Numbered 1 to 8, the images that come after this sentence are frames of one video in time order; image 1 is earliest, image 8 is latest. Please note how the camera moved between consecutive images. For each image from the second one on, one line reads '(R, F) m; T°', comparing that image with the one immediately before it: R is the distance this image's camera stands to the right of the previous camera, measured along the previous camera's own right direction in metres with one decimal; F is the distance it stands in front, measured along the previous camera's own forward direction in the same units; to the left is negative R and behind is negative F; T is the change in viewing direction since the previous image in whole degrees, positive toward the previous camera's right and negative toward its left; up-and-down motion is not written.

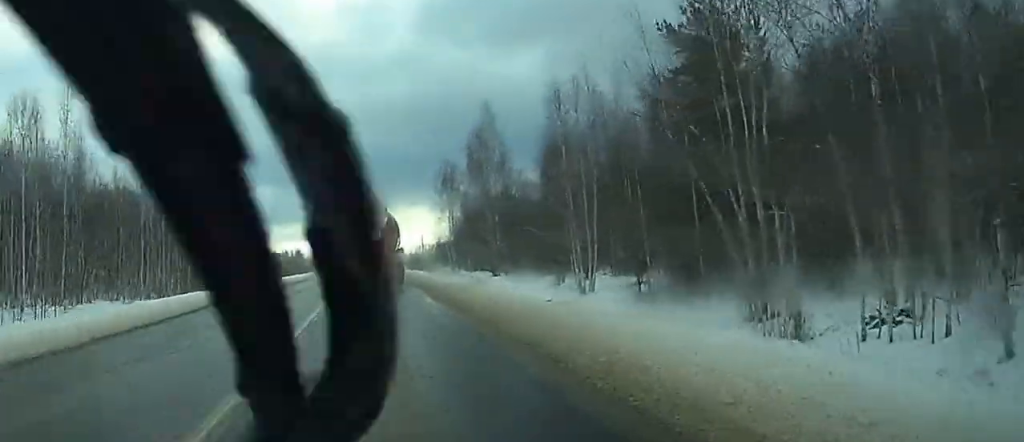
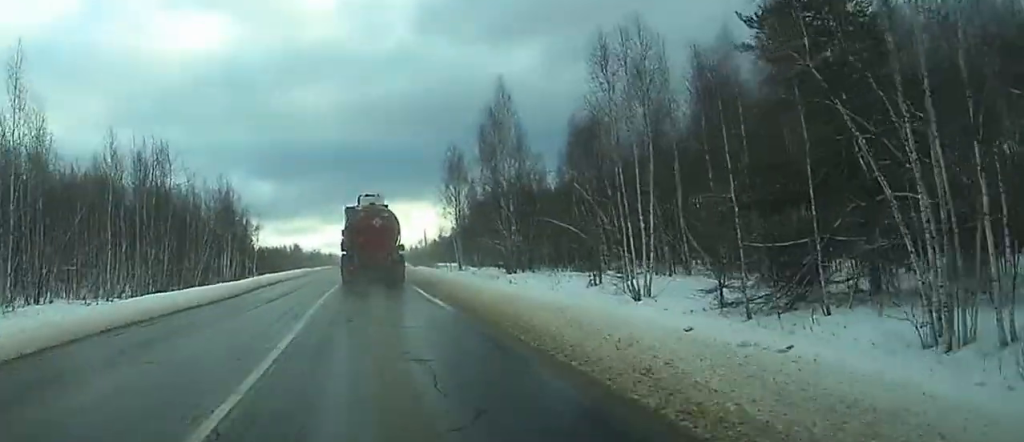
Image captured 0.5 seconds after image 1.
(0.0, +9.6) m; 0°
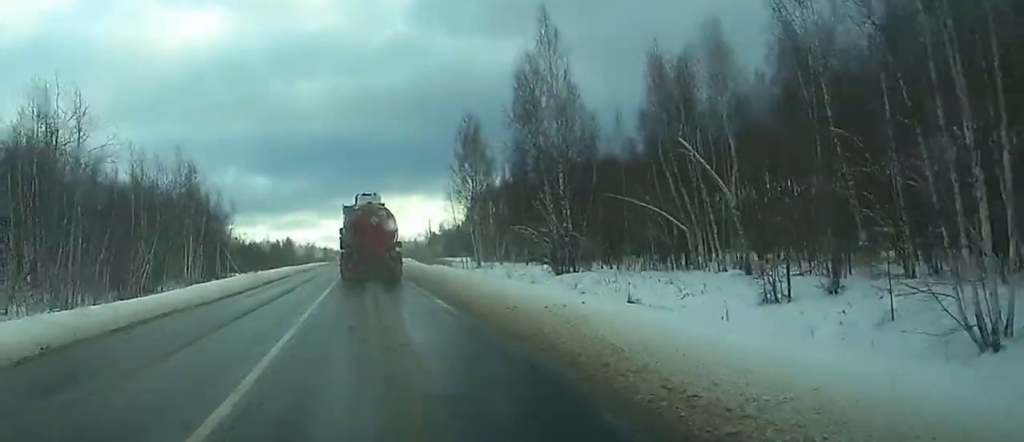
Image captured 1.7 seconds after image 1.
(0.0, +23.3) m; 0°
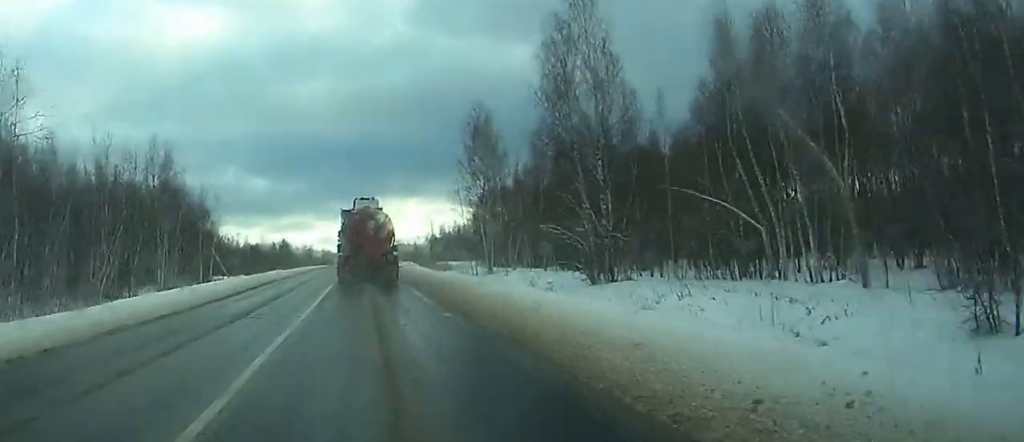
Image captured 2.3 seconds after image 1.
(0.0, +11.2) m; 0°
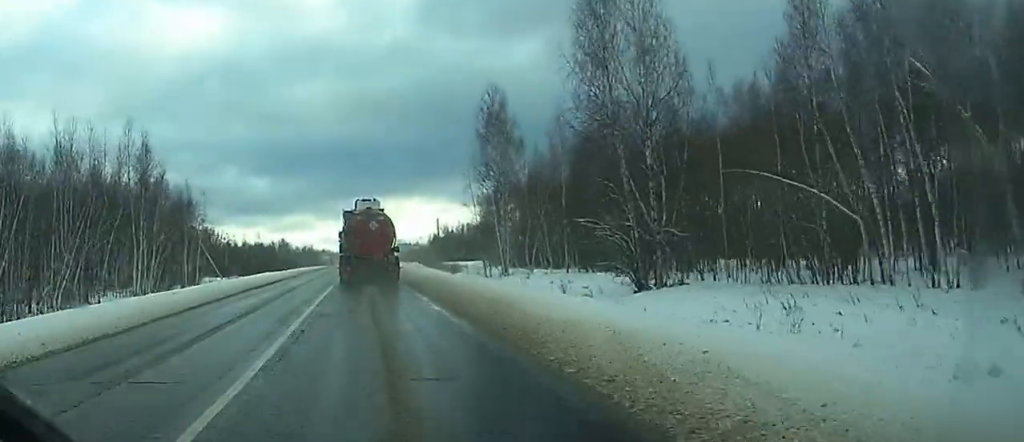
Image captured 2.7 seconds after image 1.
(0.0, +9.2) m; 0°
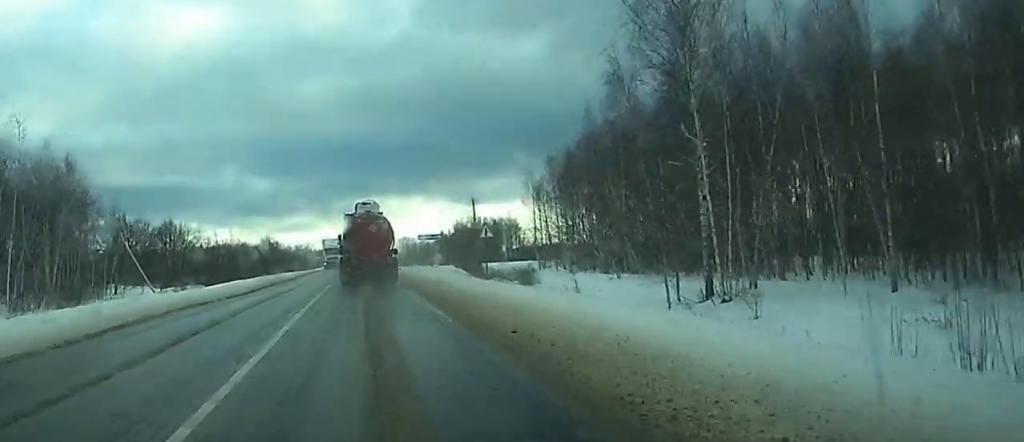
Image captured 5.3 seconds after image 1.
(+0.1, +51.1) m; 0°
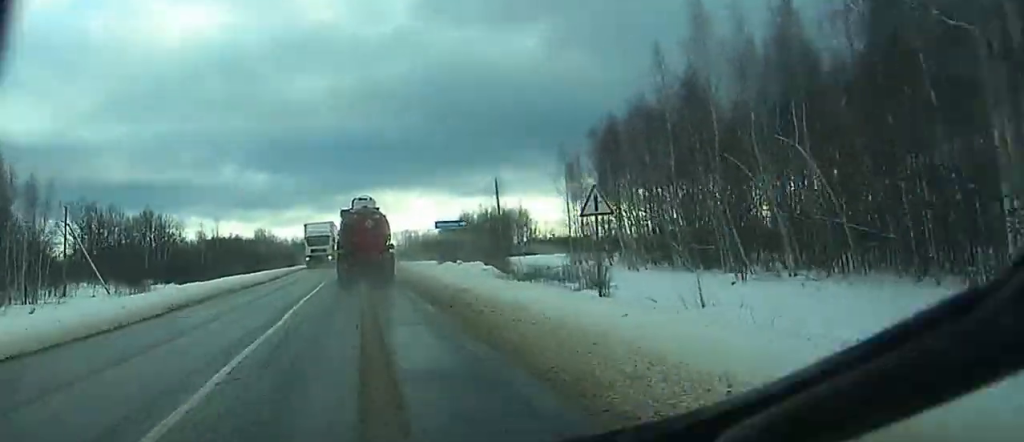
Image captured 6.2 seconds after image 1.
(0.0, +18.4) m; 0°
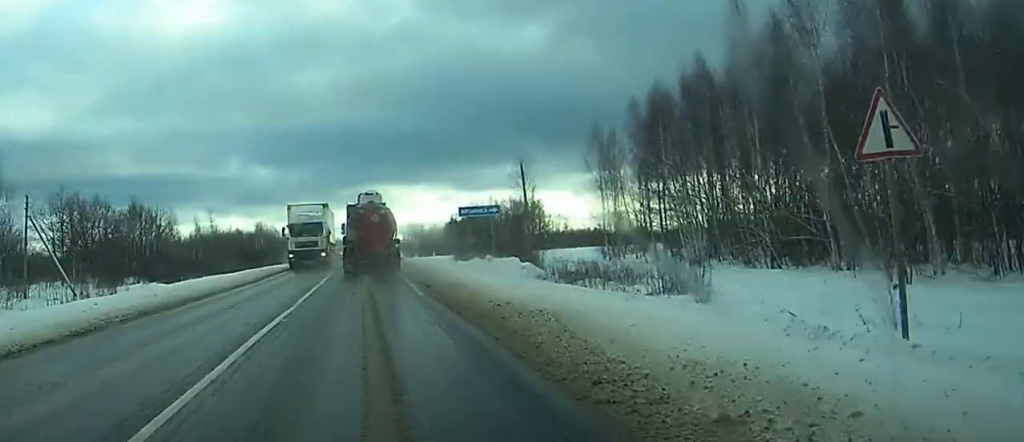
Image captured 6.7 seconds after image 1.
(0.0, +11.6) m; 0°
